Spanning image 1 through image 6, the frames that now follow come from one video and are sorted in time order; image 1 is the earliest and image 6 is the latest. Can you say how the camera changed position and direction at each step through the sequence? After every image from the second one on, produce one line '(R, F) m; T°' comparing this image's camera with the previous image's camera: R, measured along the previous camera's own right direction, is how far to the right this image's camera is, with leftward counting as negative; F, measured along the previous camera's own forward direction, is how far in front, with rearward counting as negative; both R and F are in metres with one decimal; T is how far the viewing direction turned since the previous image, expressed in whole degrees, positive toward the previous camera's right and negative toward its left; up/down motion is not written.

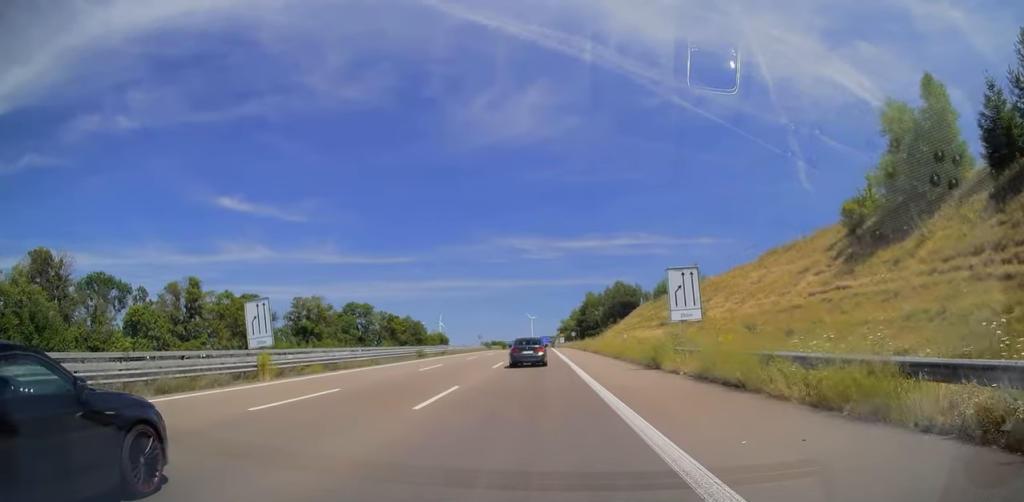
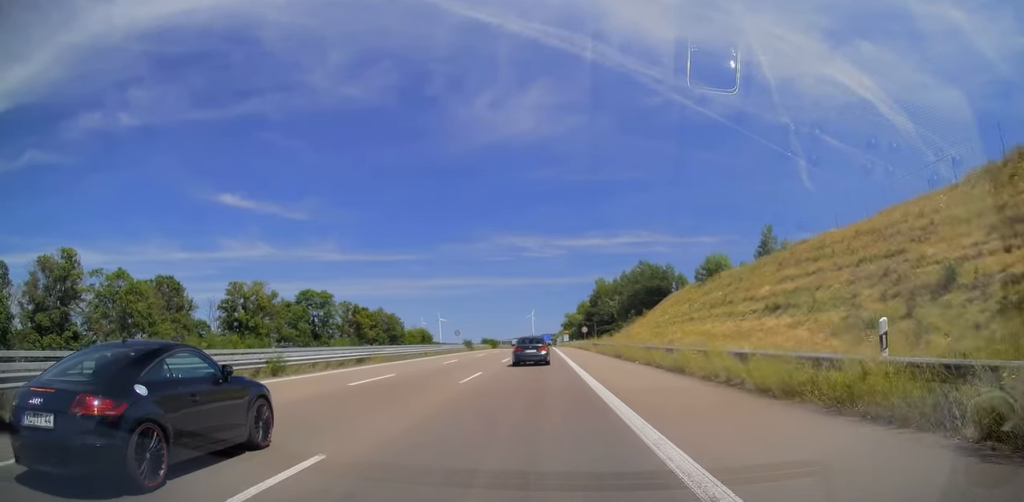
(-0.1, +29.4) m; 0°
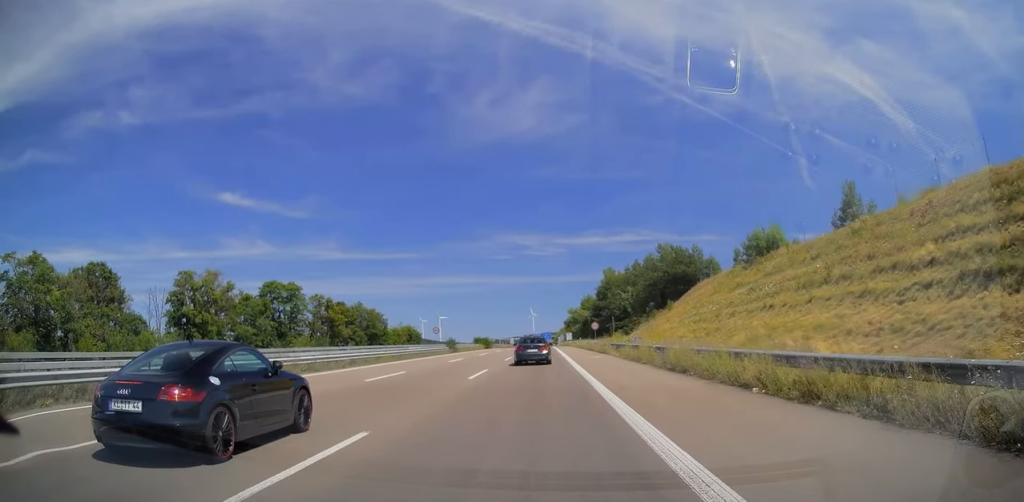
(-0.1, +16.3) m; +1°
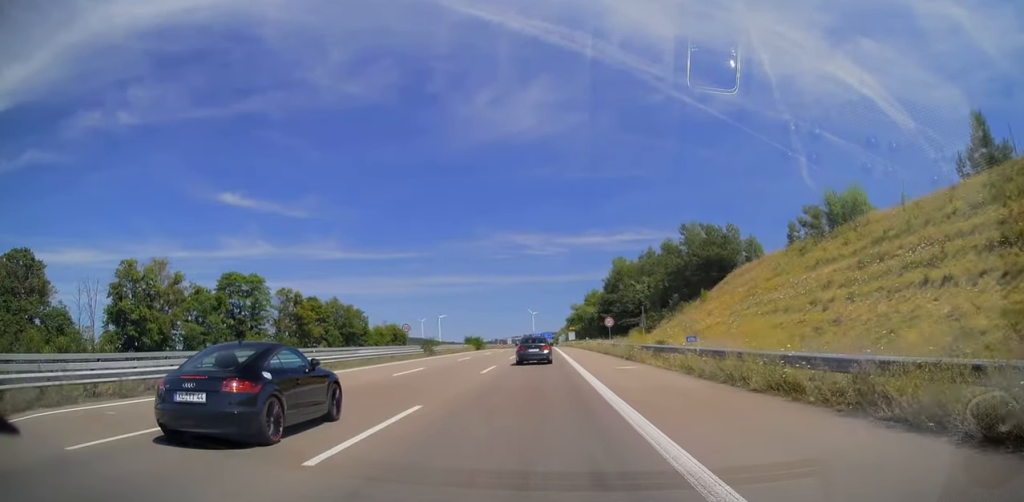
(+0.3, +14.4) m; 0°
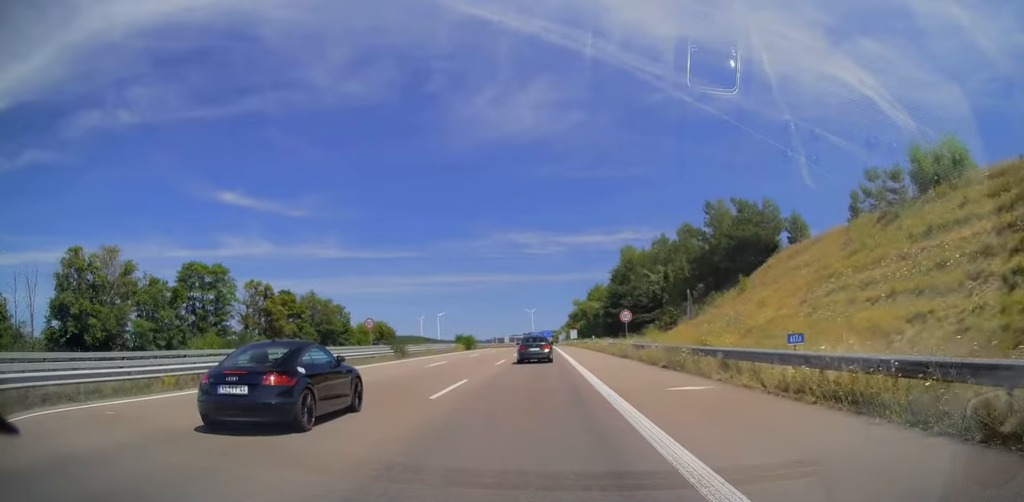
(0.0, +10.7) m; 0°
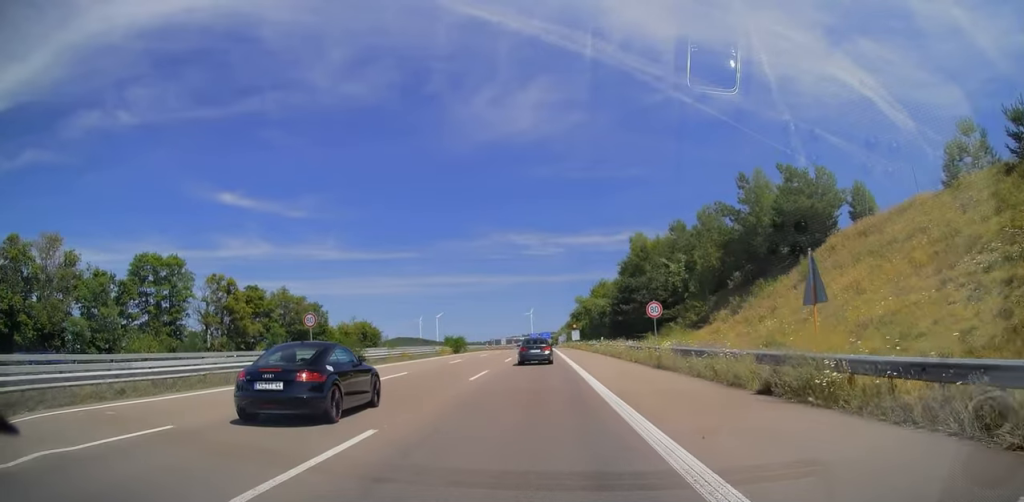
(-0.2, +10.7) m; 0°
